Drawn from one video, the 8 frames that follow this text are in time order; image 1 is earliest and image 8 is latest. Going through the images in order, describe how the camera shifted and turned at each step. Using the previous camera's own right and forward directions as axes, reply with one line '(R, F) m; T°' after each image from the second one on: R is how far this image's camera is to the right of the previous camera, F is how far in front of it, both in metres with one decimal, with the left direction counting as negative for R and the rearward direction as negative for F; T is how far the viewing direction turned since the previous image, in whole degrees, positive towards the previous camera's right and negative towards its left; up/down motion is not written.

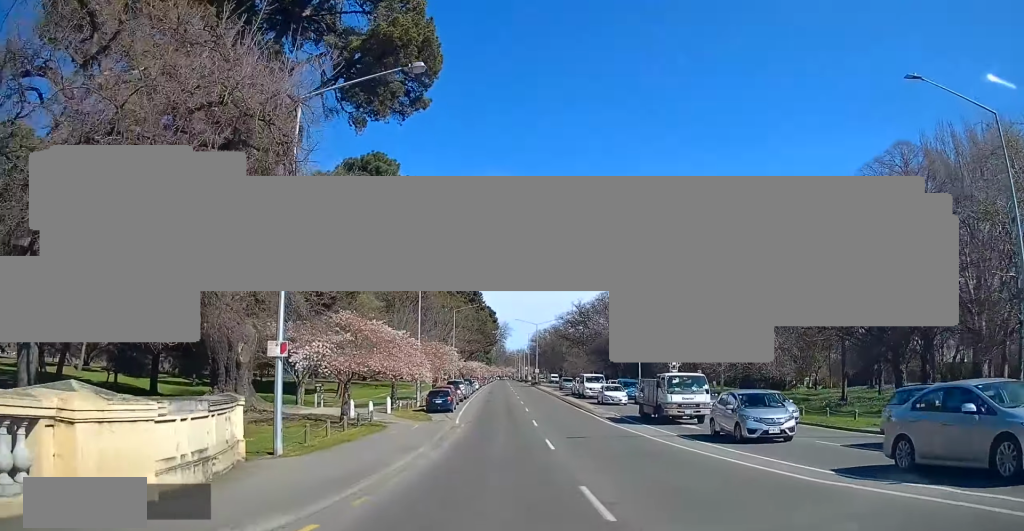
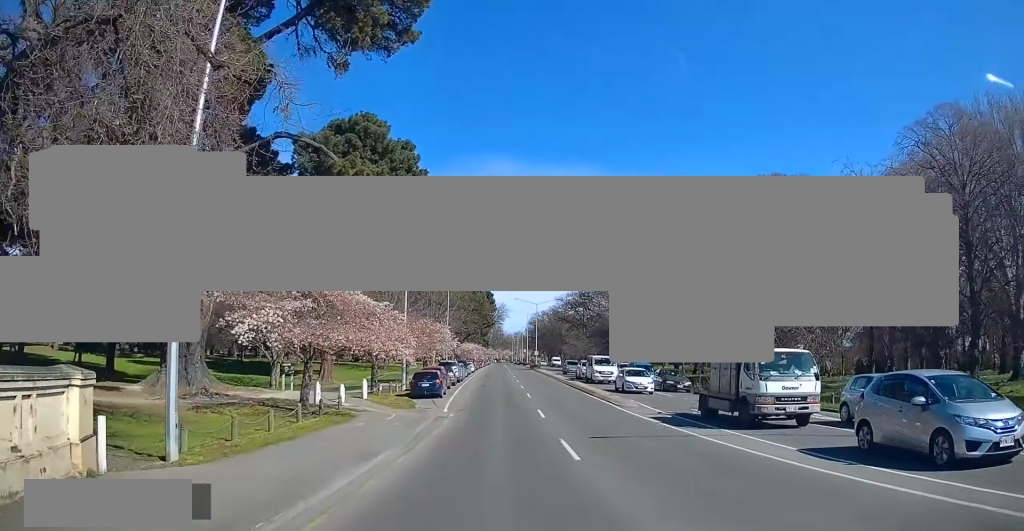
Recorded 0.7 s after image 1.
(-0.4, +5.9) m; -1°
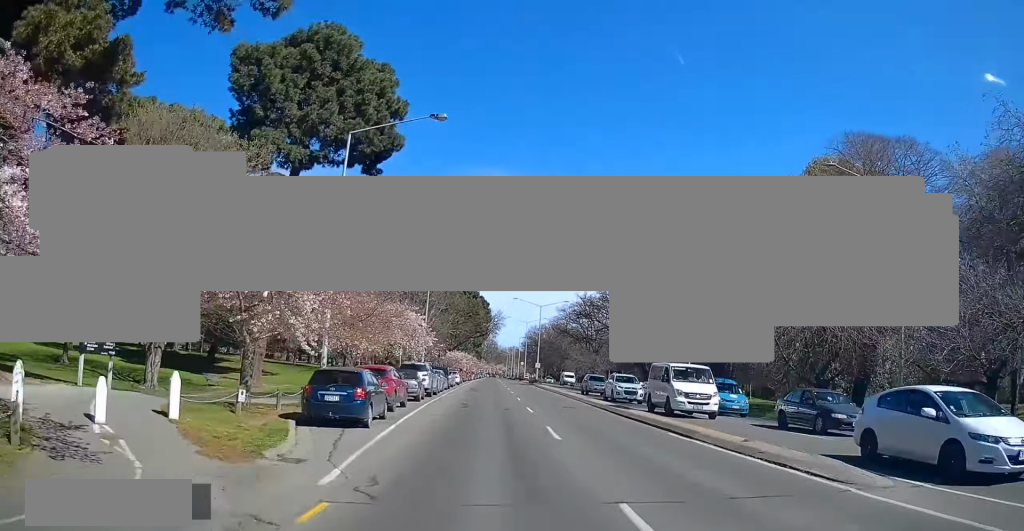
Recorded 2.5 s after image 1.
(+0.4, +18.1) m; +2°
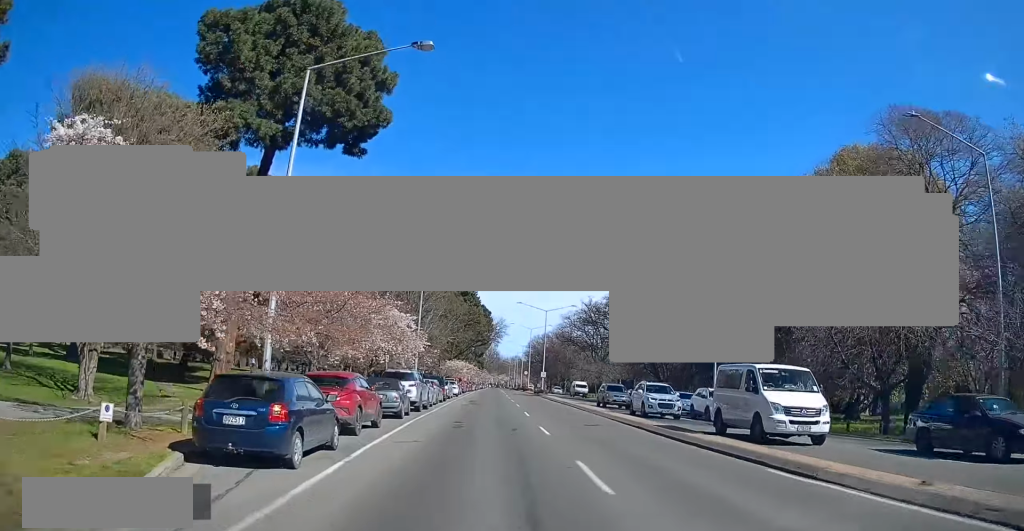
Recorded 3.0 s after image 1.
(-0.2, +6.2) m; +1°
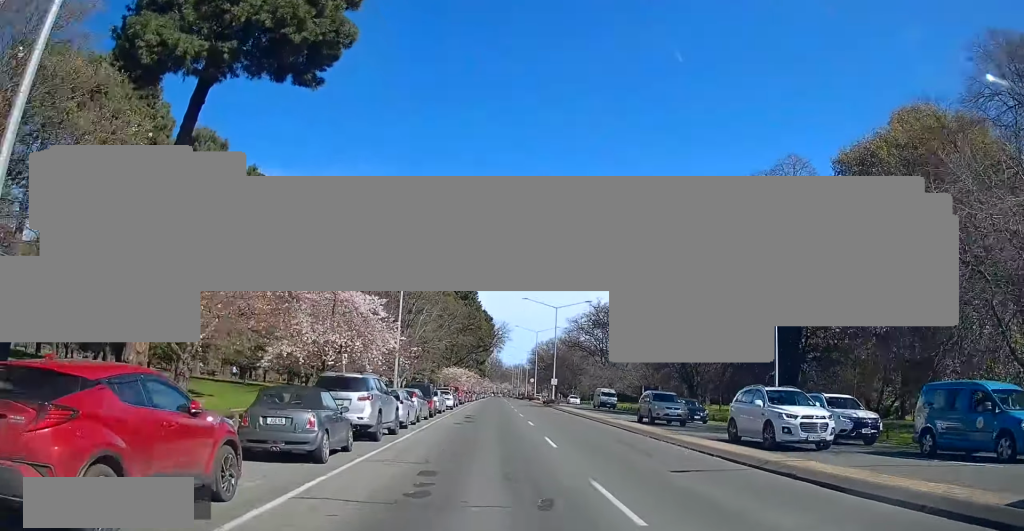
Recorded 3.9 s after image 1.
(+0.4, +11.6) m; +2°
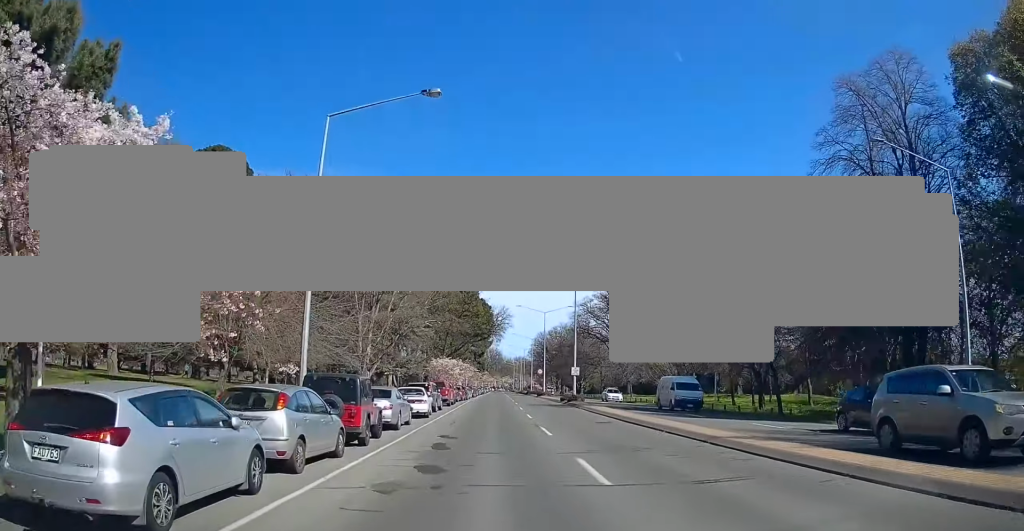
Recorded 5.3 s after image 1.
(+0.1, +19.1) m; 0°
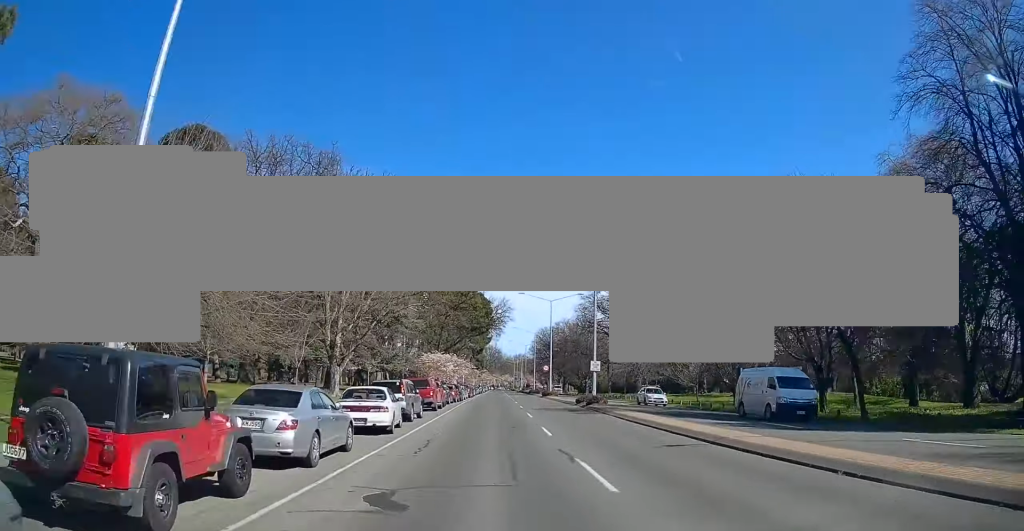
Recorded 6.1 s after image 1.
(0.0, +10.7) m; 0°
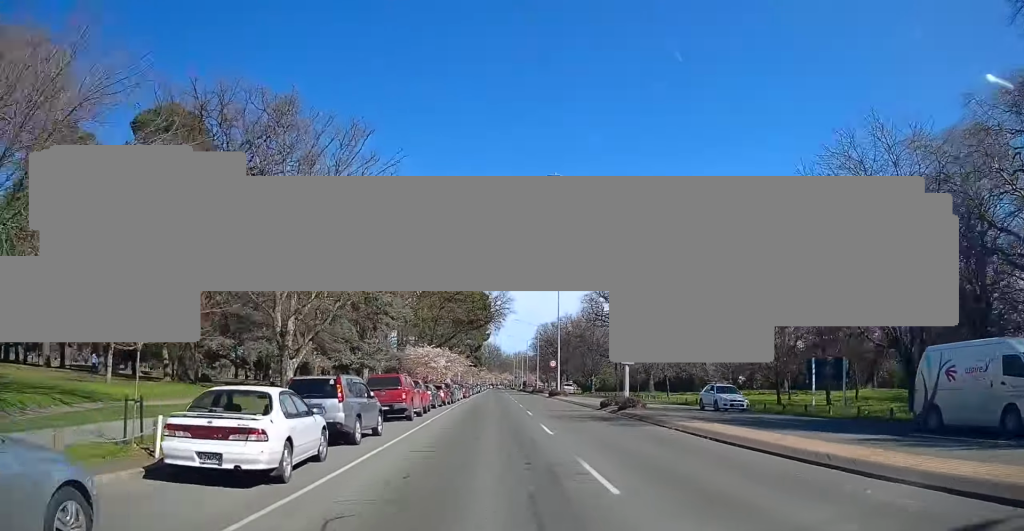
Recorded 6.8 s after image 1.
(0.0, +10.2) m; 0°
